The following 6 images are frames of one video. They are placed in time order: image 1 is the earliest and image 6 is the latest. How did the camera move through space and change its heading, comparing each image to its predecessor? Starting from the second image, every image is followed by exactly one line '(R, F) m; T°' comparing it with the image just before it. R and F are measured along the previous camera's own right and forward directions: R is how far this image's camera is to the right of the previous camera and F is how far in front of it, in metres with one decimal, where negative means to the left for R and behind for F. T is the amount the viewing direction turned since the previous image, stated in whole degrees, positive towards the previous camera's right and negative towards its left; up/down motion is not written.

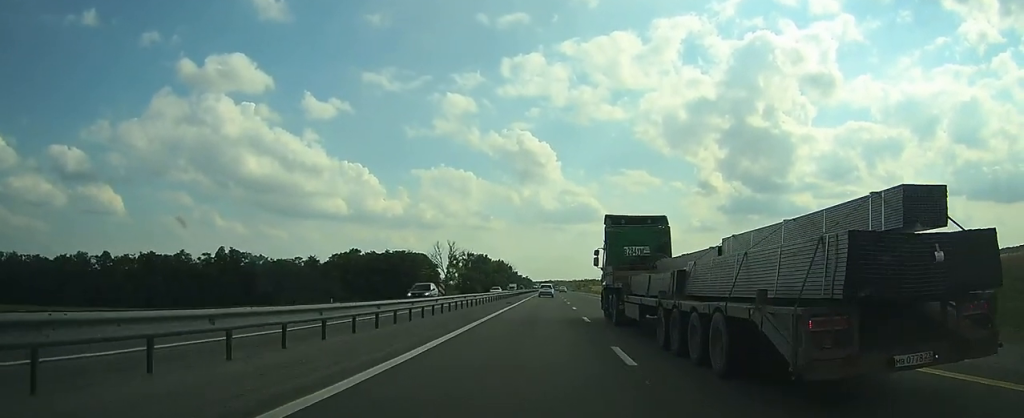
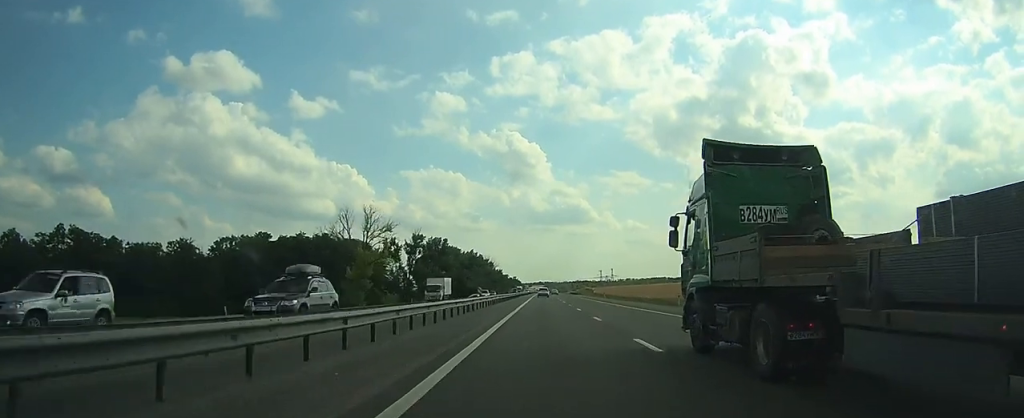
(+0.8, +67.2) m; +1°
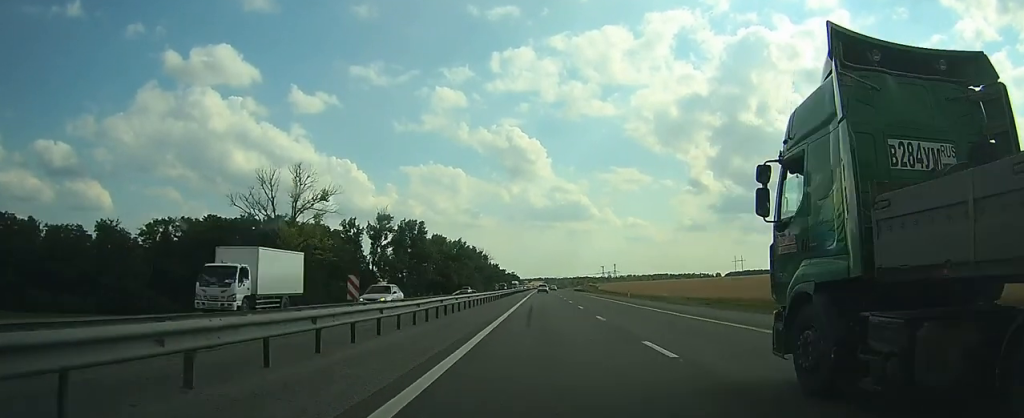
(0.0, +25.0) m; 0°
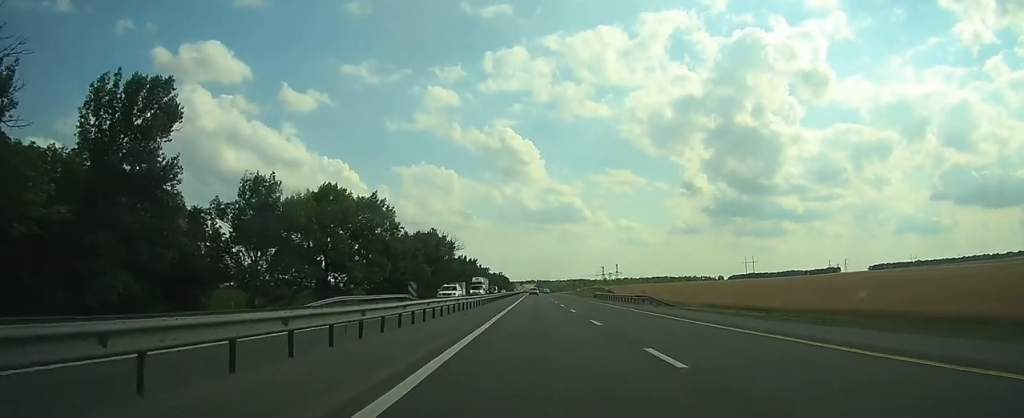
(+0.5, +71.1) m; +1°
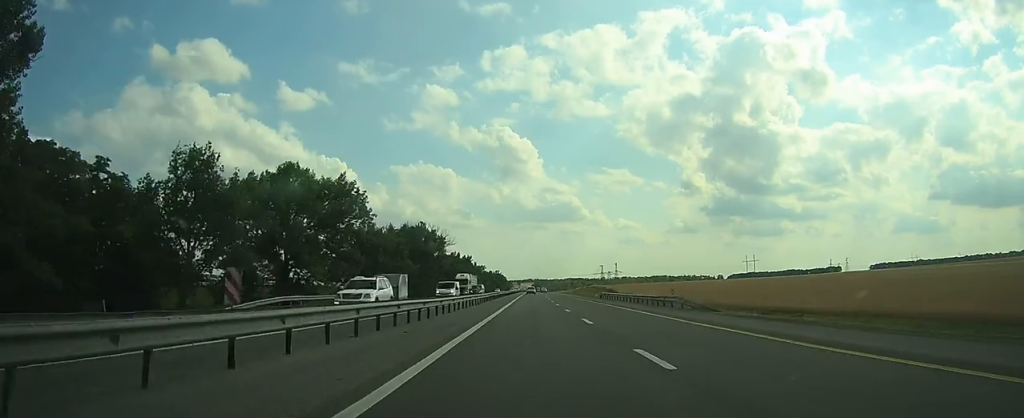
(0.0, +11.4) m; 0°
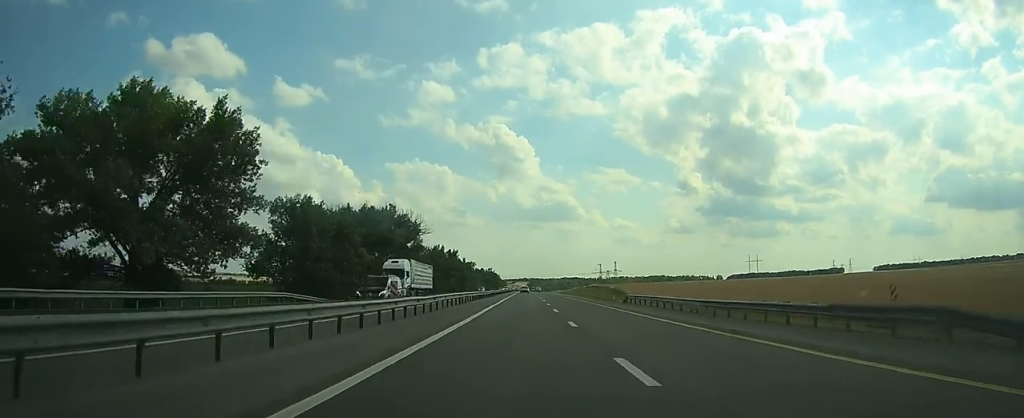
(+0.2, +24.8) m; 0°
